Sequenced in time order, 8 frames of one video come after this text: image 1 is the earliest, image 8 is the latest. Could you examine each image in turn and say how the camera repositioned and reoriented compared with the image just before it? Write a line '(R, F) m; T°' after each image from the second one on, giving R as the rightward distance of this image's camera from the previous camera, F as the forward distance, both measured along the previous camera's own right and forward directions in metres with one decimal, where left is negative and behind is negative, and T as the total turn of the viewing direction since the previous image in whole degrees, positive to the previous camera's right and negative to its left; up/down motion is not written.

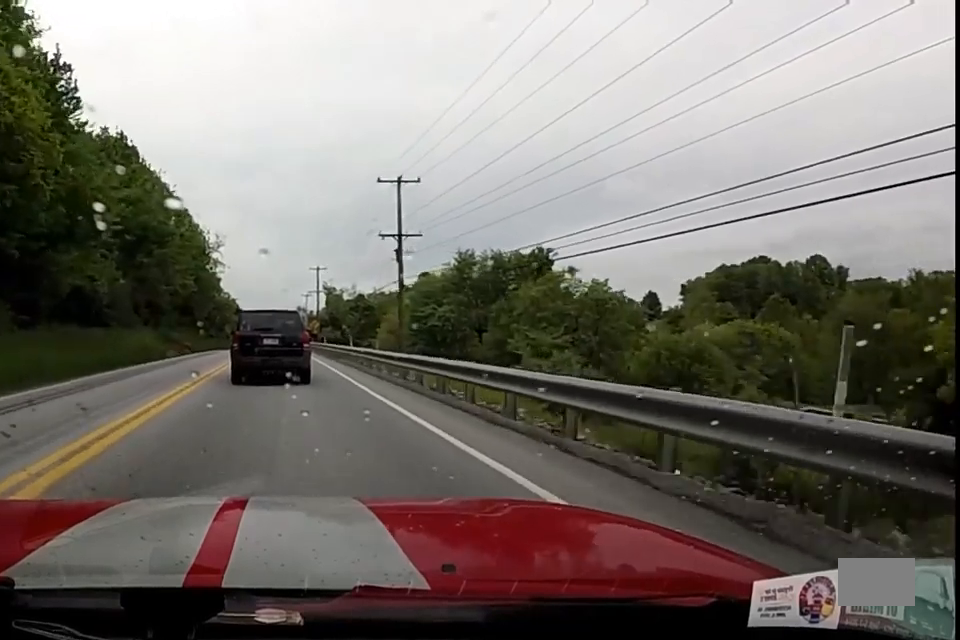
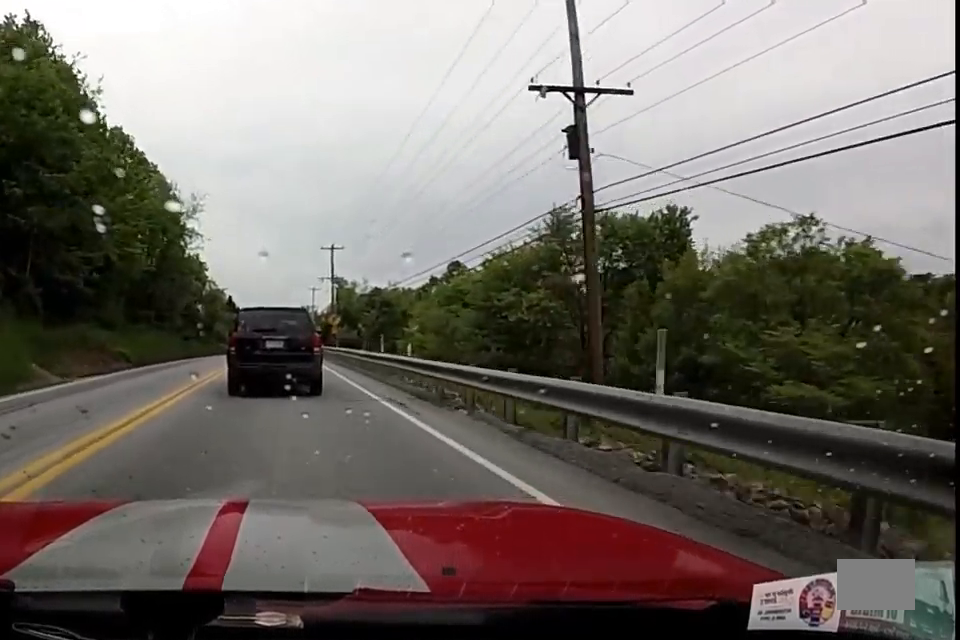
(-0.5, +18.3) m; +1°
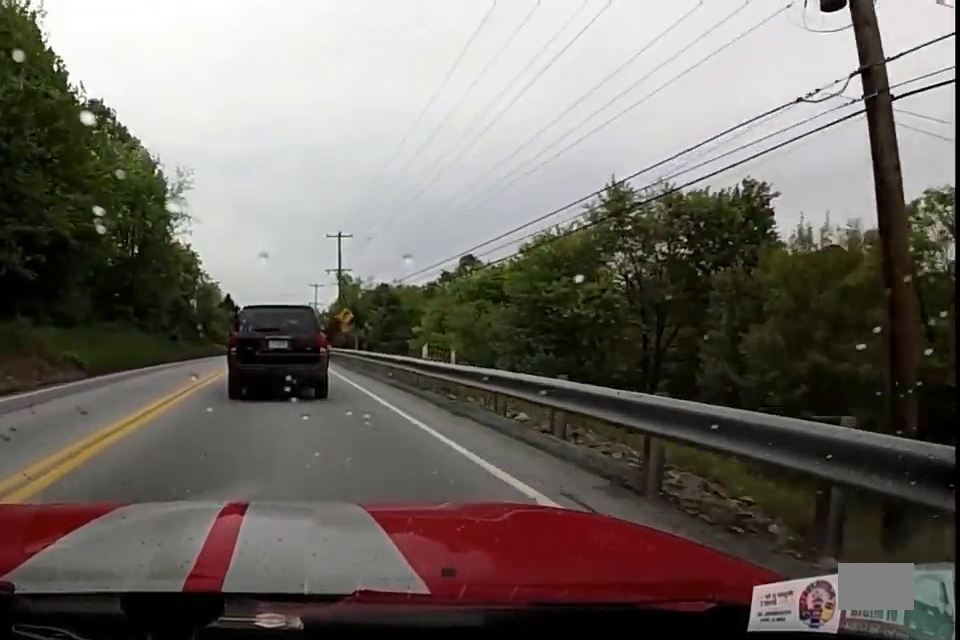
(+0.1, +6.1) m; +1°
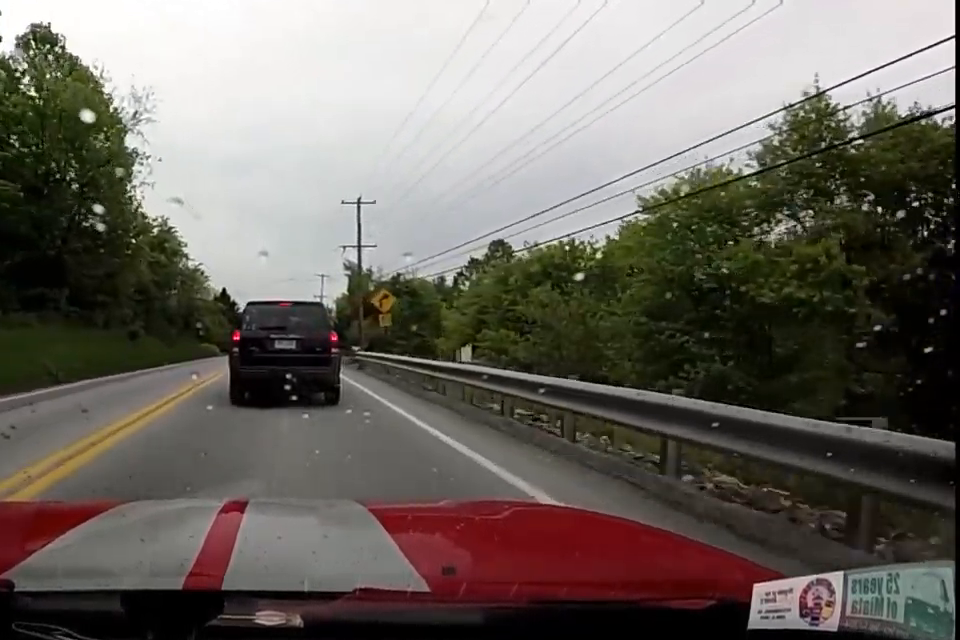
(+0.1, +10.9) m; +1°
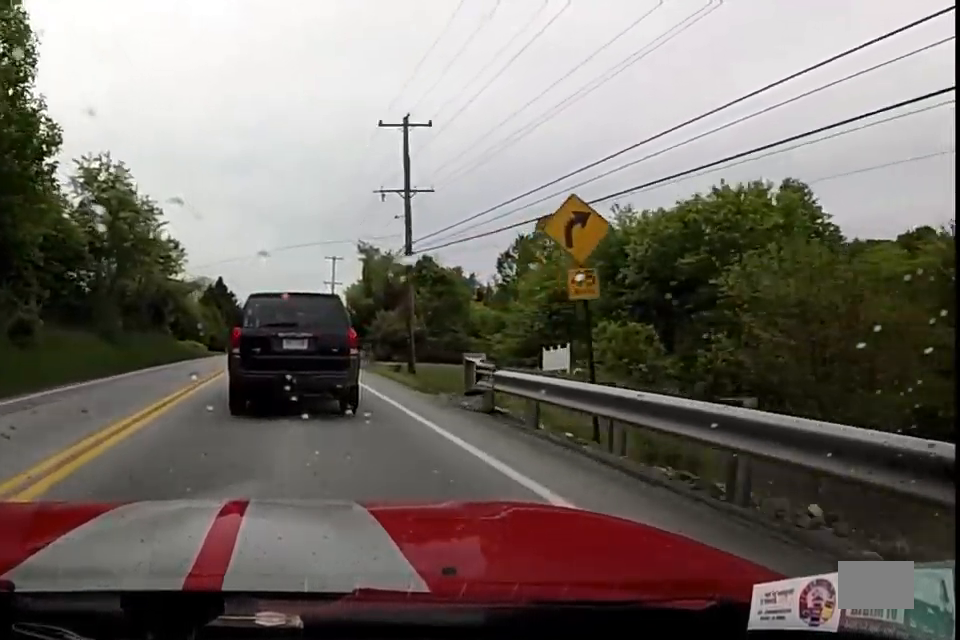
(+0.3, +12.2) m; +4°
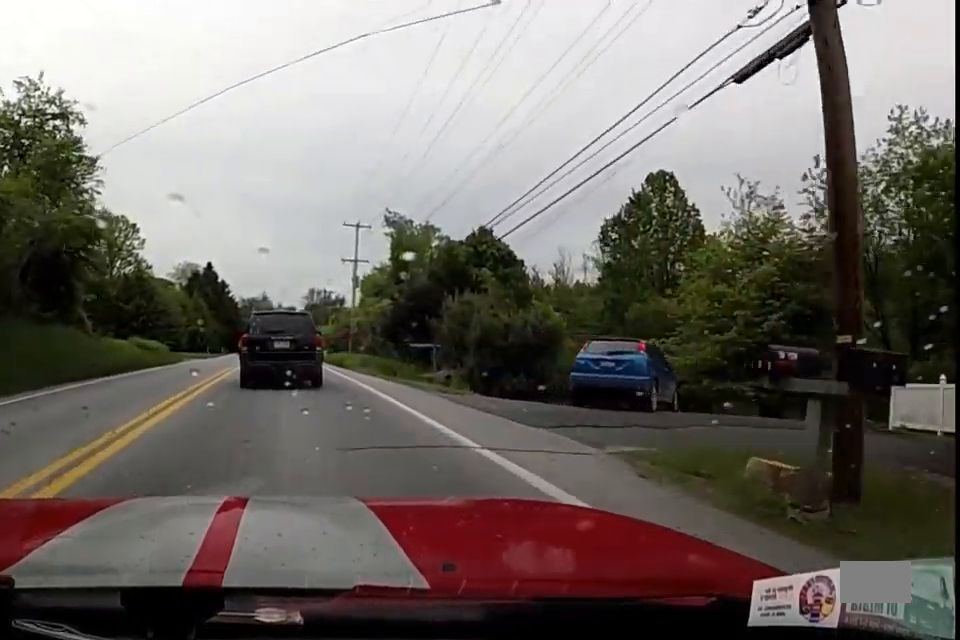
(-0.4, +22.9) m; +1°
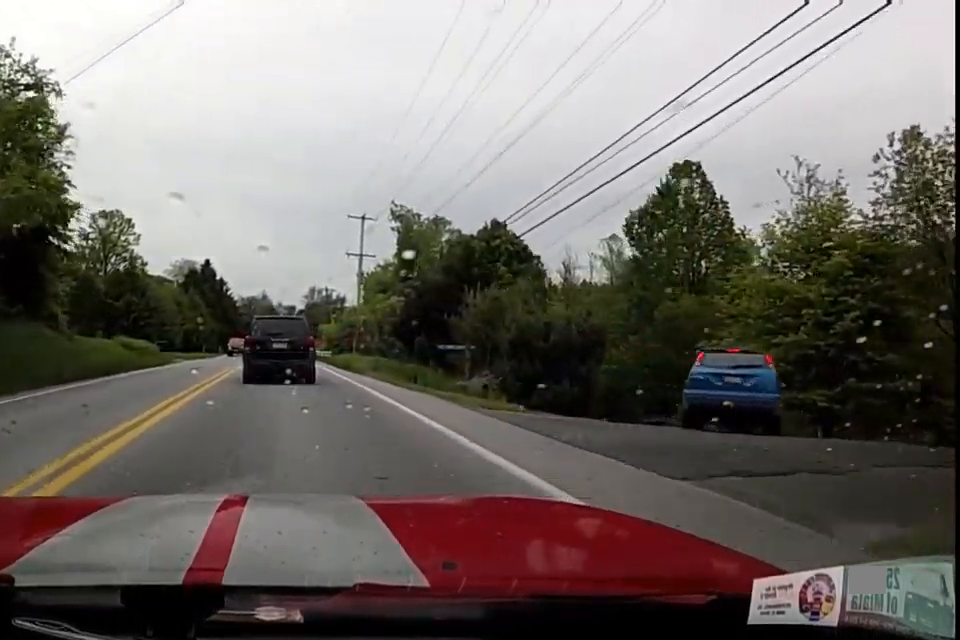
(+0.6, +4.2) m; 0°
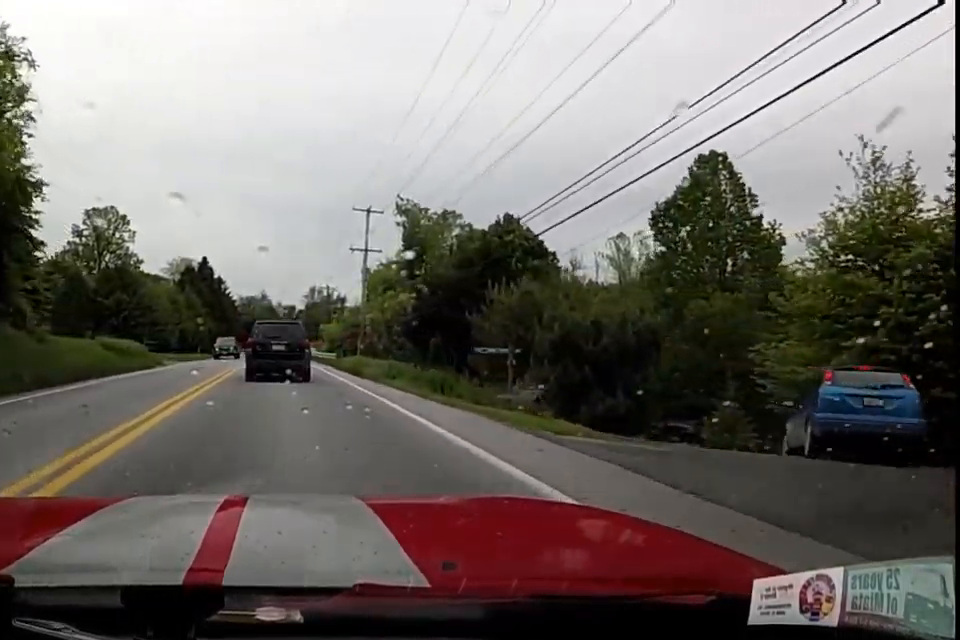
(0.0, +3.7) m; -1°
